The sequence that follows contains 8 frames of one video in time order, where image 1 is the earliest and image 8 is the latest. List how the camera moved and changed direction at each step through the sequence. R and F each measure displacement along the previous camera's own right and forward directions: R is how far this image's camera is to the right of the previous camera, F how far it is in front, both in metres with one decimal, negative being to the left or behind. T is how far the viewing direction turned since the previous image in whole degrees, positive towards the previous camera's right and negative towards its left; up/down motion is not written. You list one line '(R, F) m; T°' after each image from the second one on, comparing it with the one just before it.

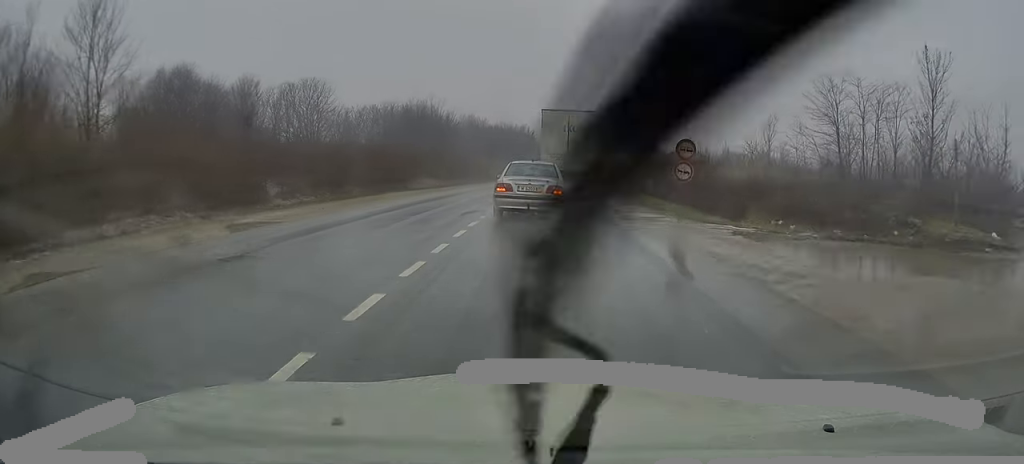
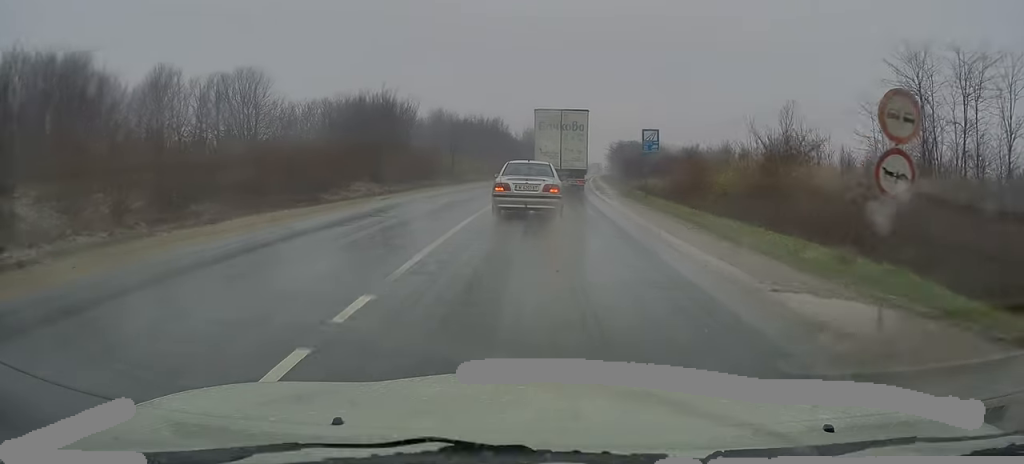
(+0.5, +13.9) m; +1°
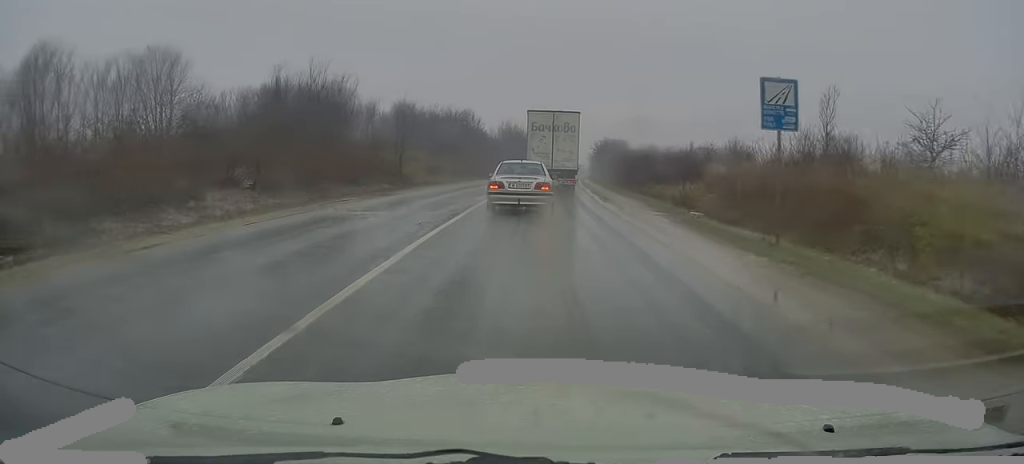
(-0.3, +15.7) m; +1°
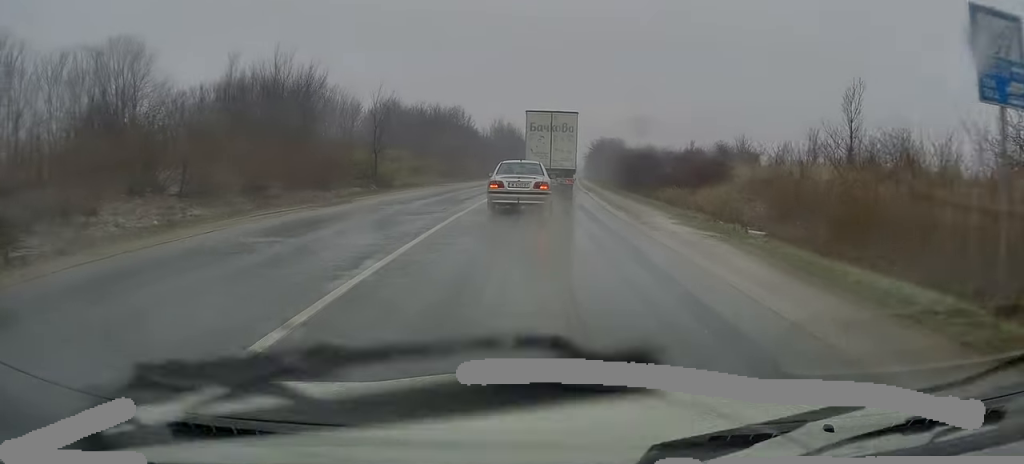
(+0.3, +5.9) m; +1°
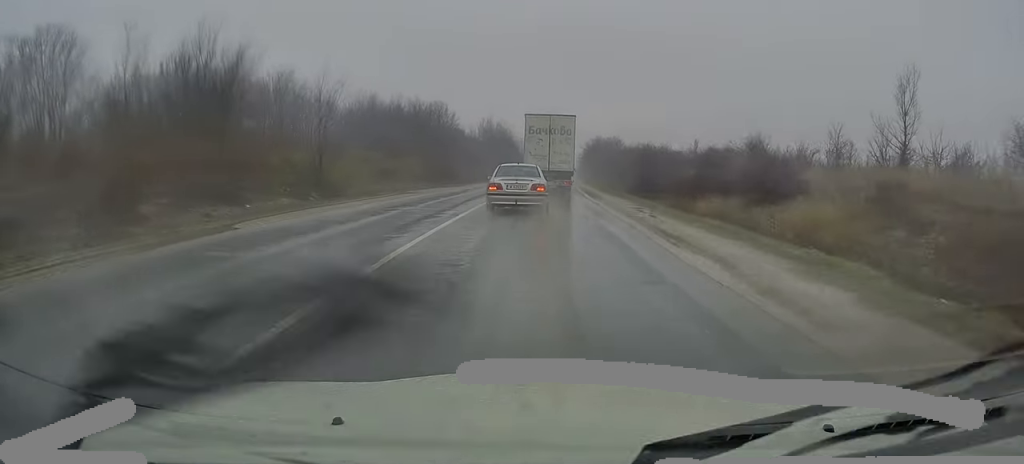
(+0.2, +9.6) m; +1°
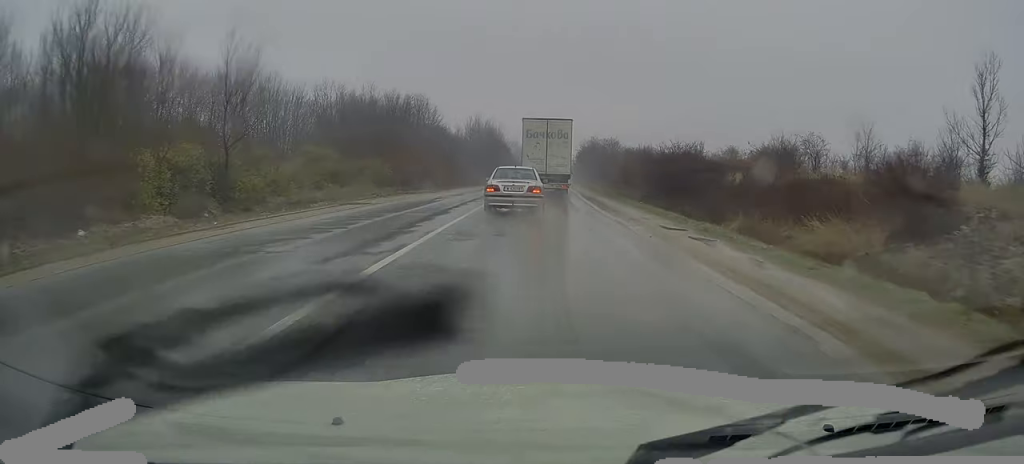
(-0.1, +9.5) m; +1°
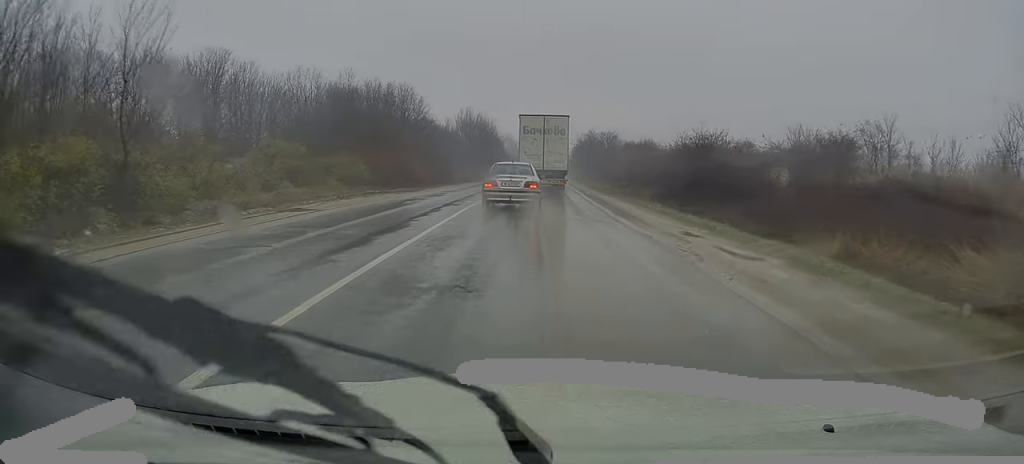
(+0.1, +6.1) m; +1°
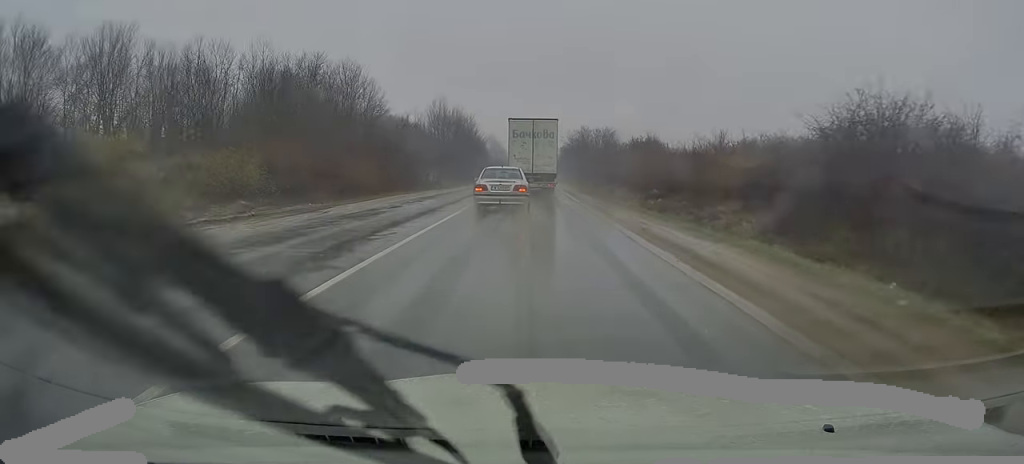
(+0.4, +16.8) m; +1°
